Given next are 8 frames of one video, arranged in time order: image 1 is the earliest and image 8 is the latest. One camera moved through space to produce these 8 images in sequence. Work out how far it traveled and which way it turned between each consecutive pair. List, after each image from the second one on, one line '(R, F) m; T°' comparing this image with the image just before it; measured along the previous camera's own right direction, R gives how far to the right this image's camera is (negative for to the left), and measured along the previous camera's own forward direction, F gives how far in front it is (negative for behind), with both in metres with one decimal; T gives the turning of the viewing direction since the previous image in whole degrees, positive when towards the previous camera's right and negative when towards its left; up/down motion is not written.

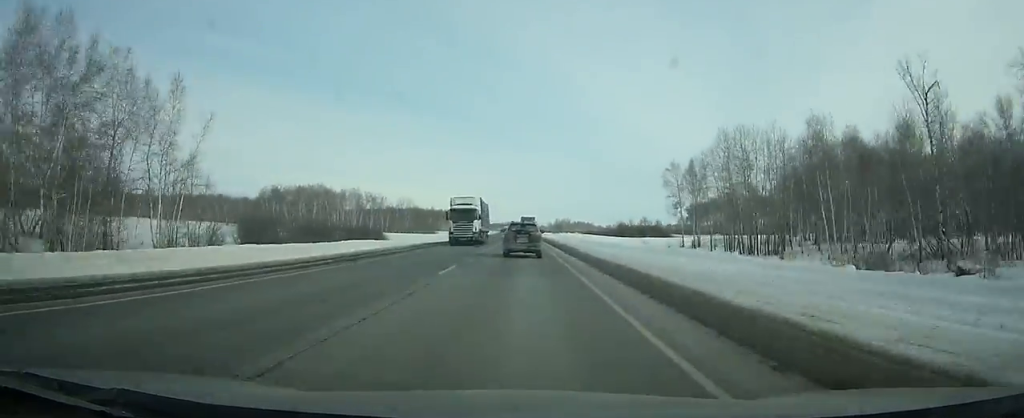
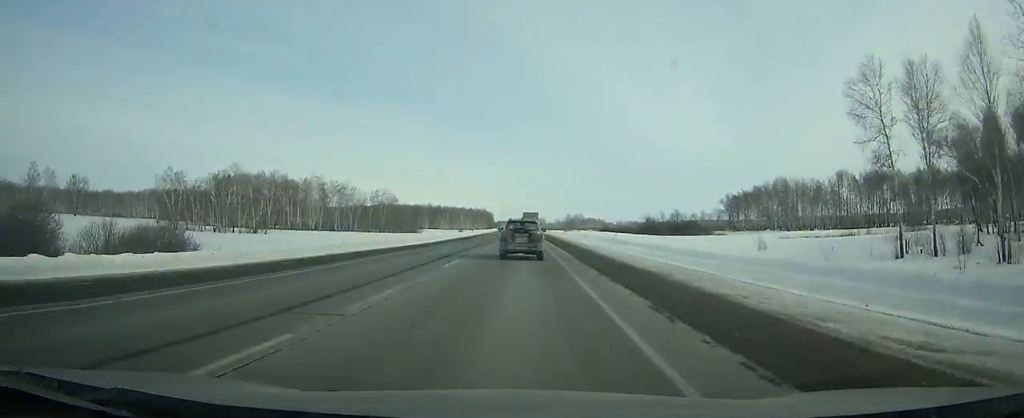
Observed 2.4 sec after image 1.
(-0.1, +61.2) m; 0°
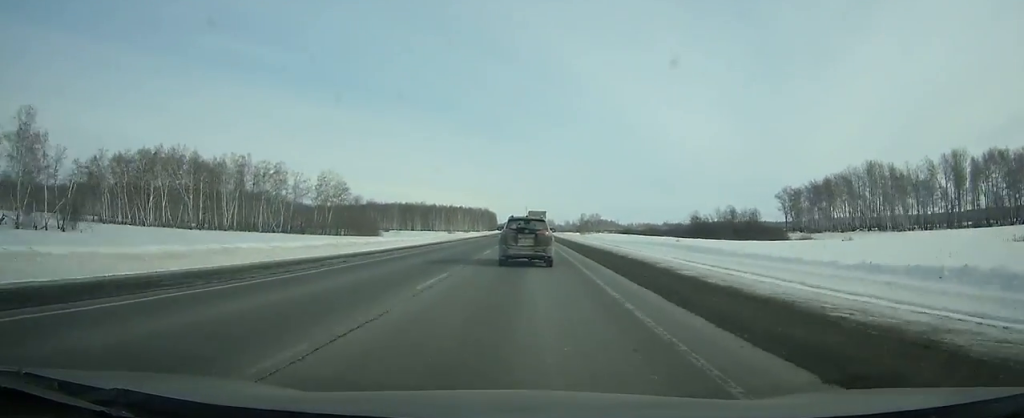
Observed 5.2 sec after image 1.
(-0.5, +69.6) m; 0°
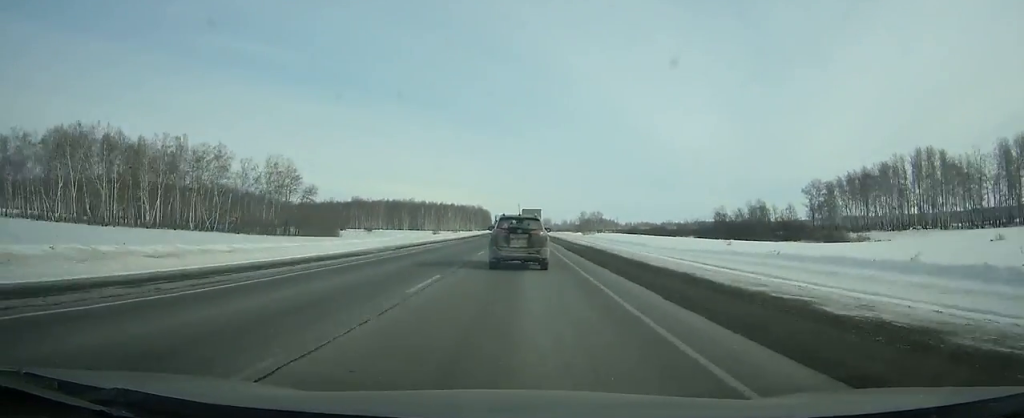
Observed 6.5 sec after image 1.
(0.0, +31.1) m; 0°
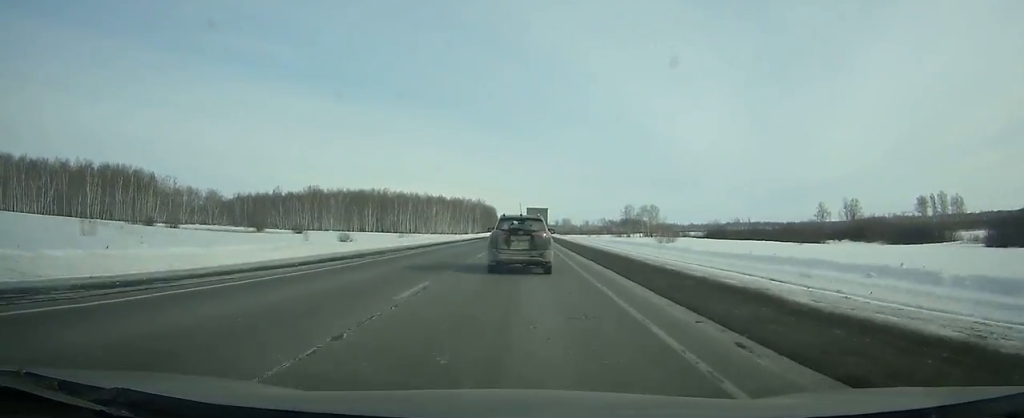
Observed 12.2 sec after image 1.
(-0.7, +132.0) m; -1°
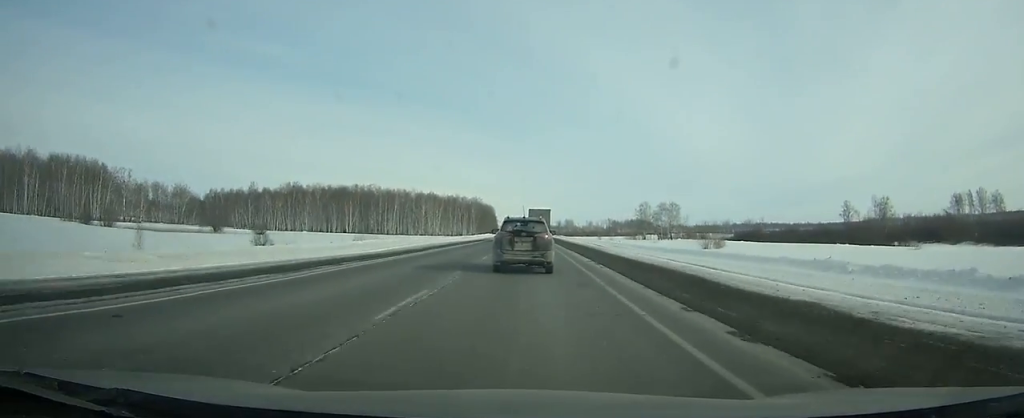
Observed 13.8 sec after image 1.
(-0.2, +35.8) m; 0°
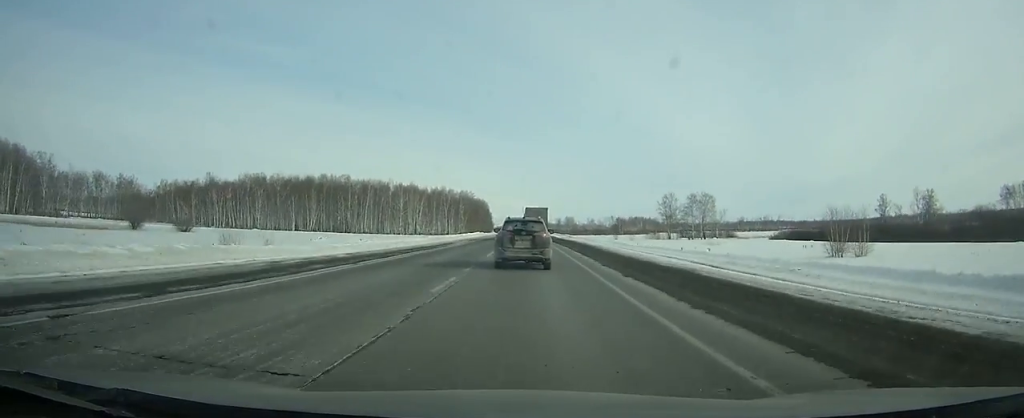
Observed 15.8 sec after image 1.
(-0.1, +44.1) m; 0°
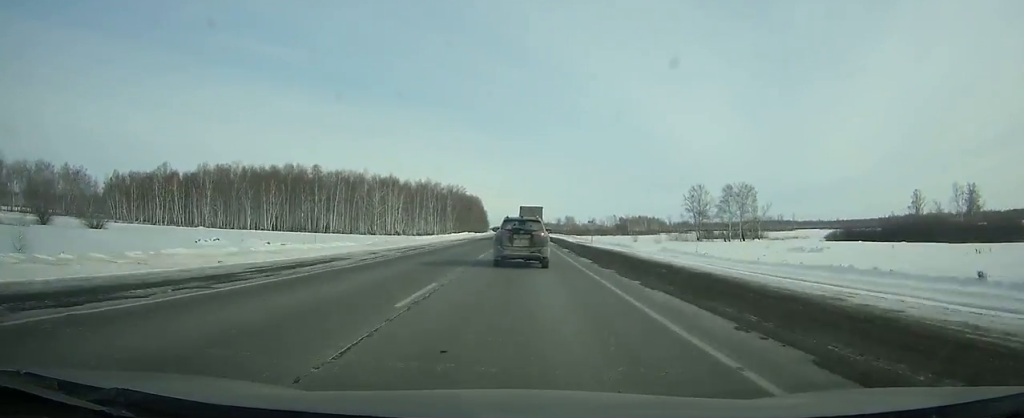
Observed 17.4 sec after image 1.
(0.0, +35.2) m; 0°
